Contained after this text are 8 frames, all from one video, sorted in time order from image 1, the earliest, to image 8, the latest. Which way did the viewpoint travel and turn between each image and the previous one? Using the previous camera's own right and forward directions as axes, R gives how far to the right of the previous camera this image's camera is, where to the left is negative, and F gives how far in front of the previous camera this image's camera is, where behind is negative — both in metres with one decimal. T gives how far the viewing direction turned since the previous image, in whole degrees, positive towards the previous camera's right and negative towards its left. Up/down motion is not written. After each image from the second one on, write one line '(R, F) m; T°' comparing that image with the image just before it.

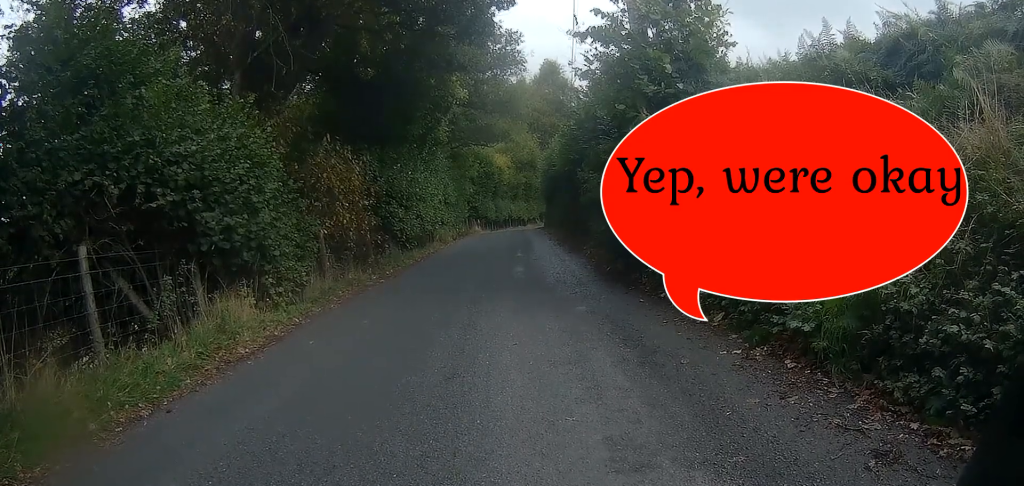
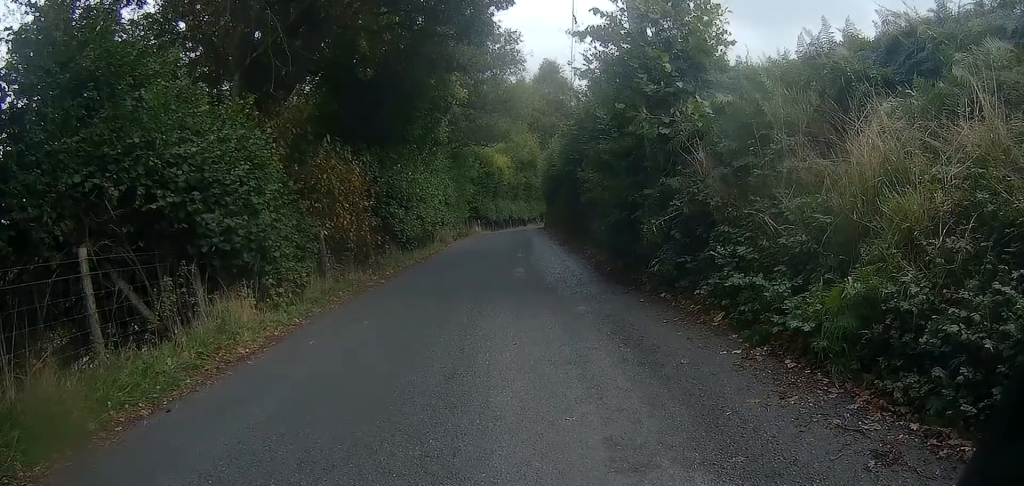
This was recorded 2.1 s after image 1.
(0.0, 0.0) m; 0°
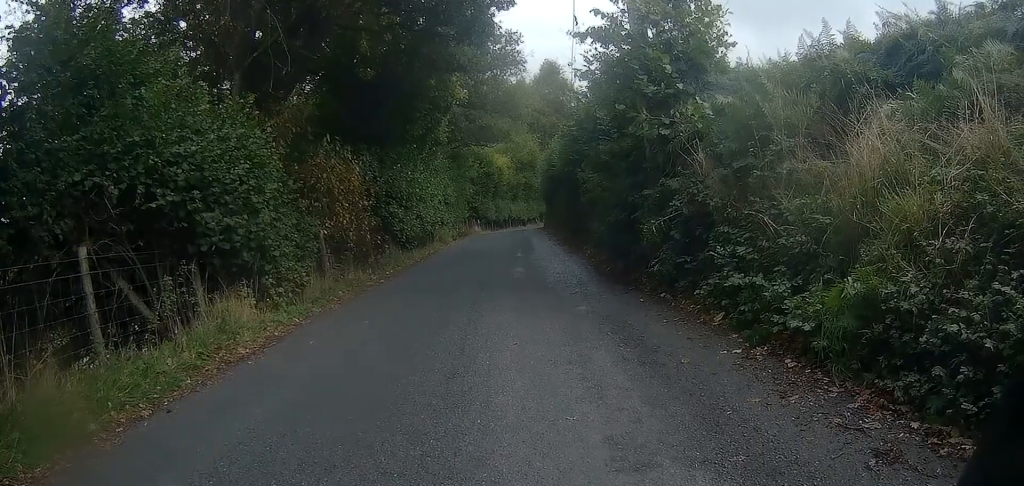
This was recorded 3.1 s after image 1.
(0.0, 0.0) m; 0°
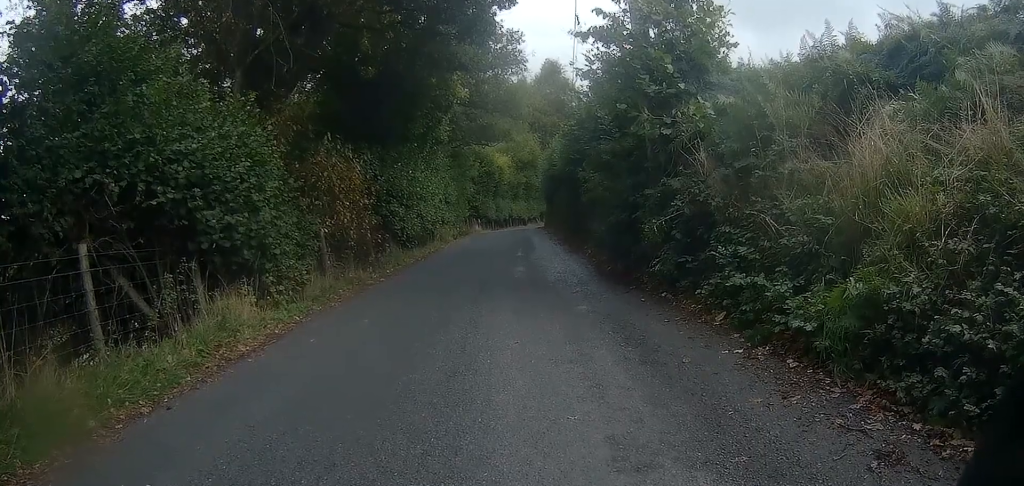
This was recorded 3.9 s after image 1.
(0.0, 0.0) m; 0°
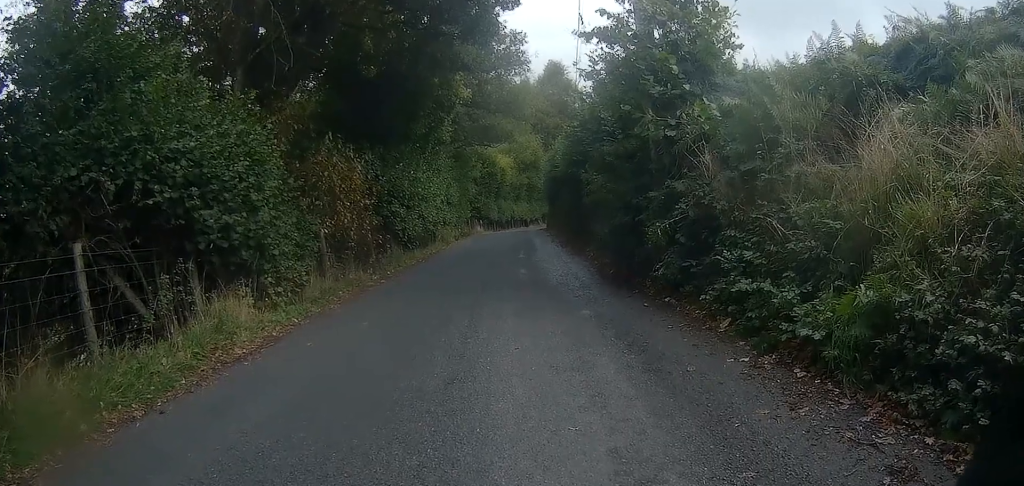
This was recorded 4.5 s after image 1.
(0.0, 0.0) m; 0°
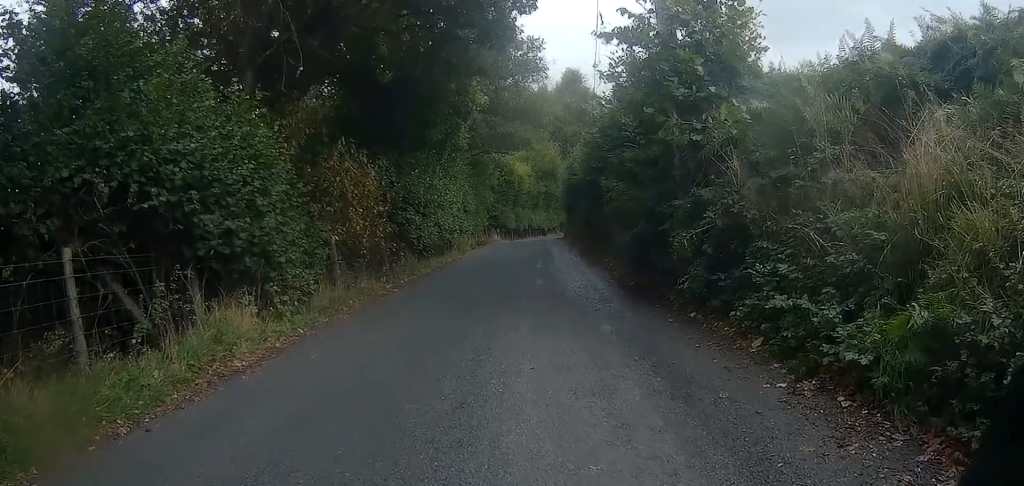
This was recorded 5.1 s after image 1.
(0.0, 0.0) m; 0°
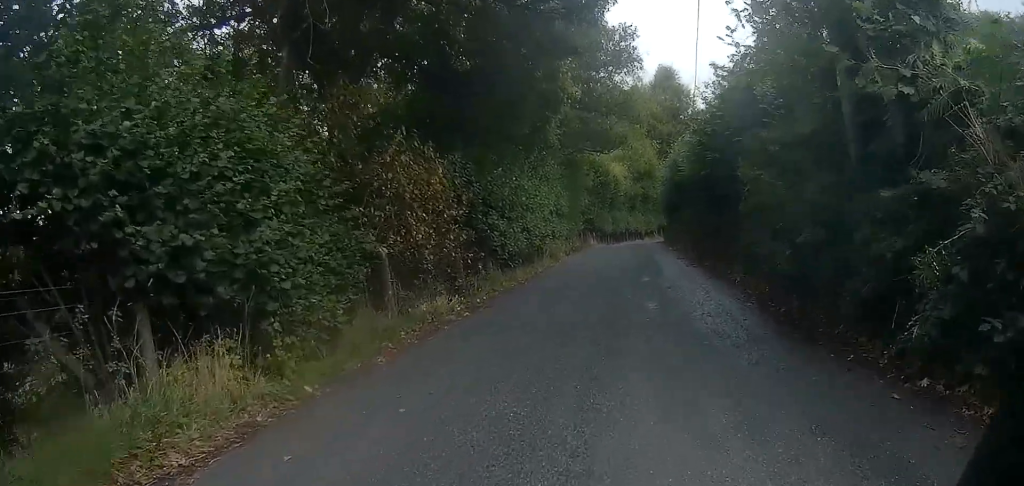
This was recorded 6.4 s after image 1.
(-0.3, +0.1) m; -9°
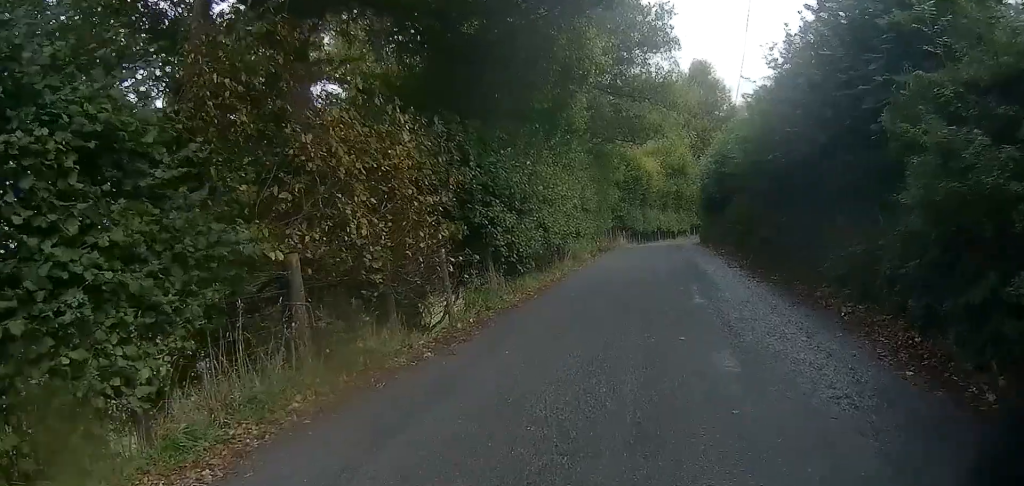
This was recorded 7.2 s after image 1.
(+0.1, +1.9) m; -4°
